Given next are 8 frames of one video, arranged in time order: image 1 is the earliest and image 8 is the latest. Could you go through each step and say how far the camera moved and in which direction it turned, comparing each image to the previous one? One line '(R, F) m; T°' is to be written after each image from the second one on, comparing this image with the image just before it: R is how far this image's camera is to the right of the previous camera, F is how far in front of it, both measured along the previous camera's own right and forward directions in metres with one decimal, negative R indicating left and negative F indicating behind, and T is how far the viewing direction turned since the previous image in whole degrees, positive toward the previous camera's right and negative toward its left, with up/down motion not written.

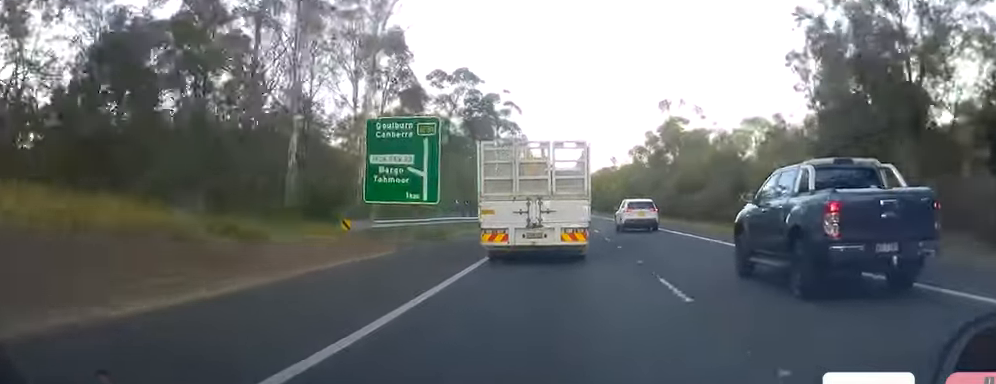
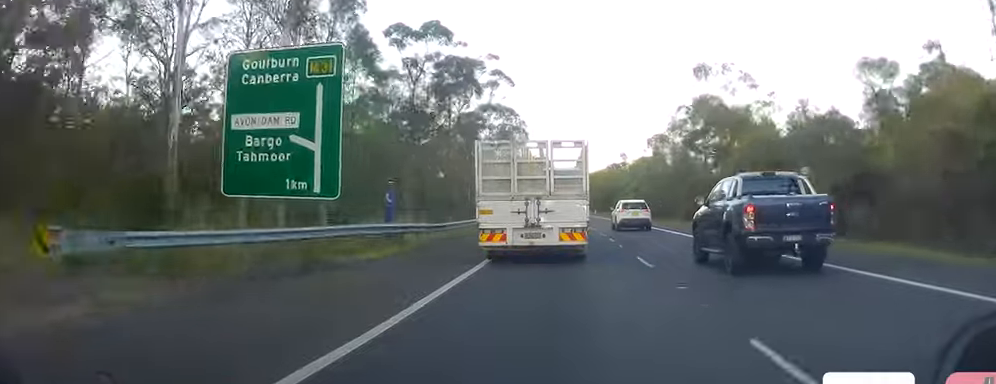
(-0.2, +18.2) m; -2°
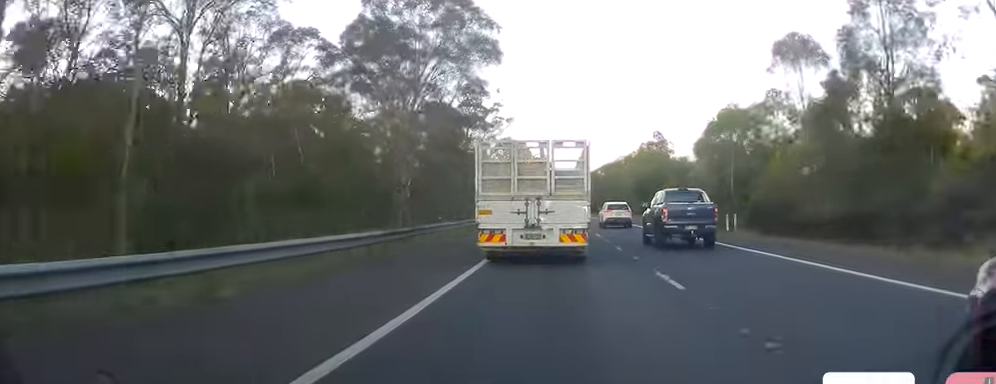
(-1.2, +52.1) m; 0°
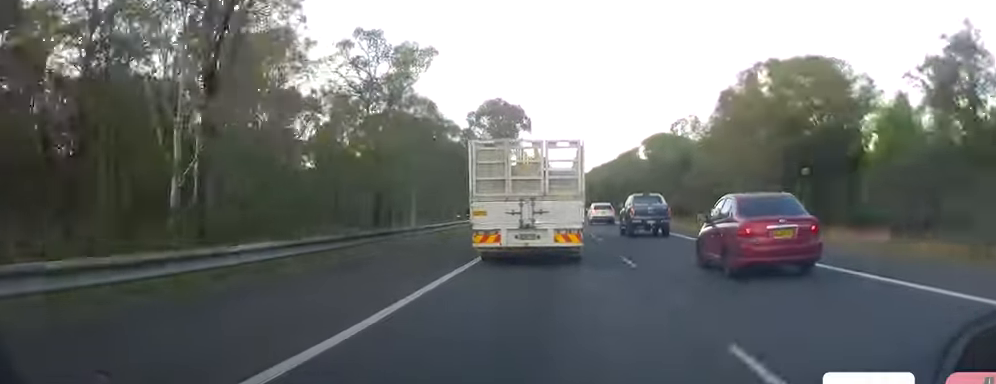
(+0.6, +56.5) m; -2°
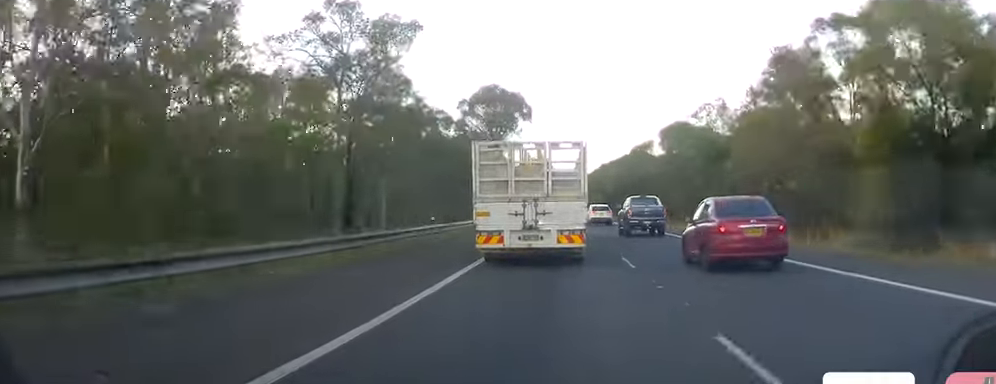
(-0.1, +11.2) m; -1°
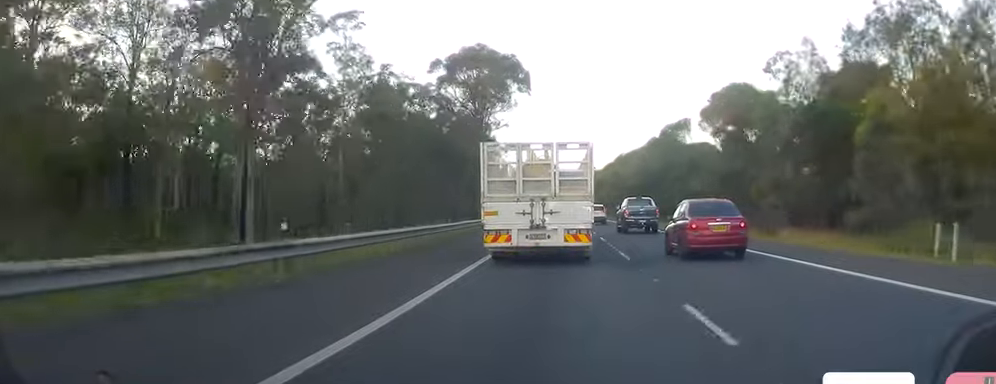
(-0.4, +21.5) m; 0°
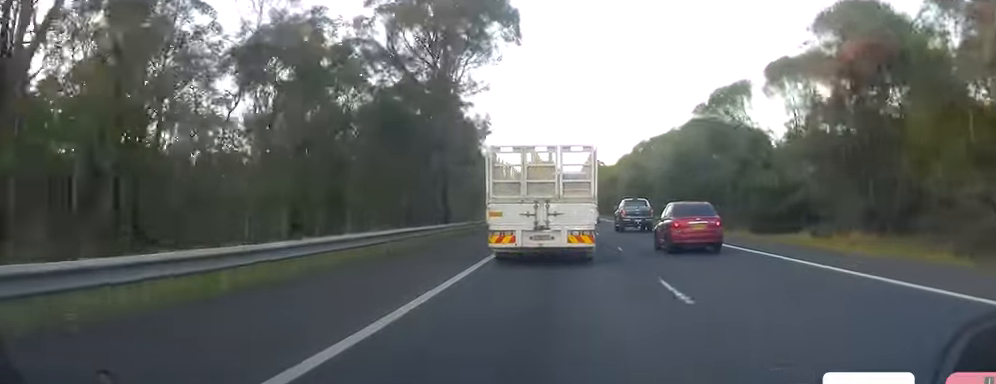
(+0.2, +20.6) m; +1°
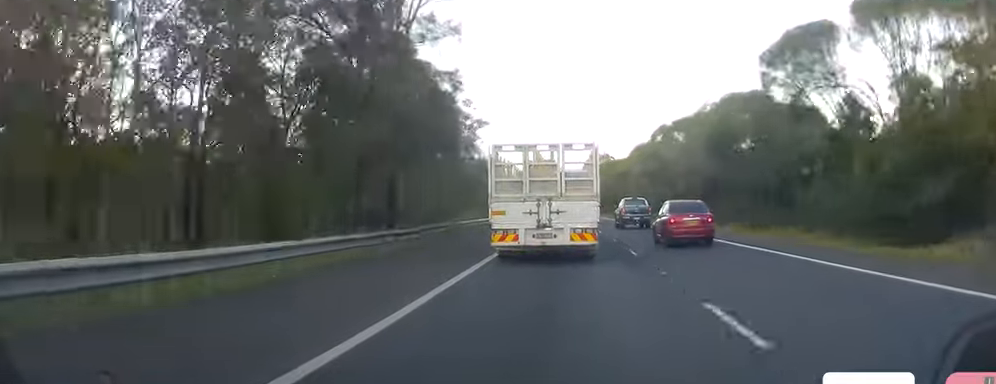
(+0.1, +14.6) m; -1°
